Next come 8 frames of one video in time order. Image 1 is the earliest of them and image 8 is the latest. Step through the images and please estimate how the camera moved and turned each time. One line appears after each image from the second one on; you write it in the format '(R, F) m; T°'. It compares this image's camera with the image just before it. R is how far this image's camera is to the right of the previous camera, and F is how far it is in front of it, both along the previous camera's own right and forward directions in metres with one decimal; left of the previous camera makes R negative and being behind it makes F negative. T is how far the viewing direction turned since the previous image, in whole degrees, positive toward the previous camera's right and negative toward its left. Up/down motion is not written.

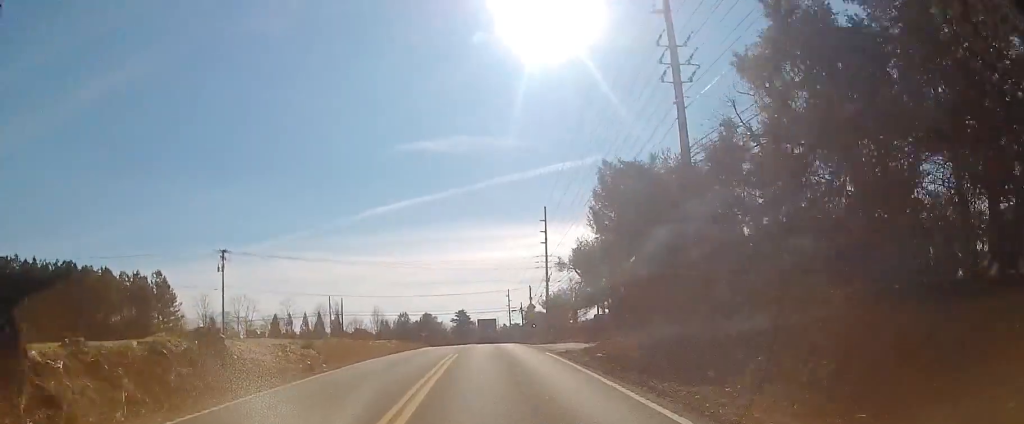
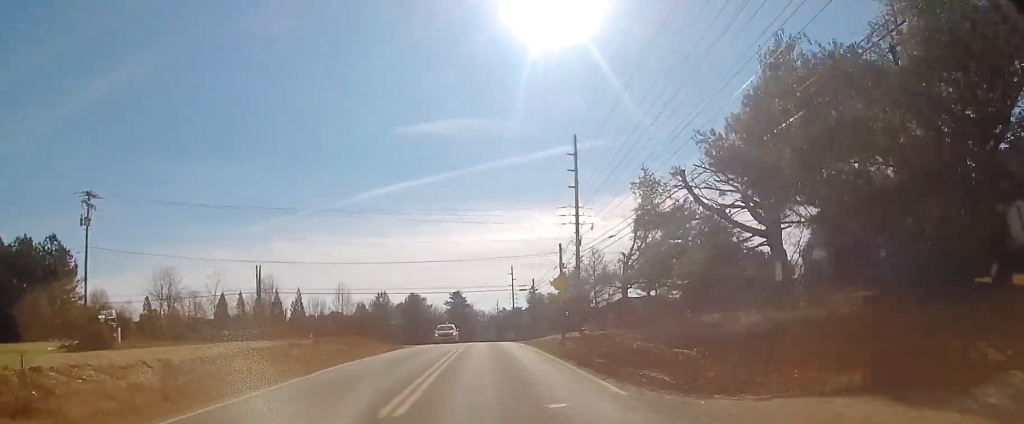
(-0.2, +28.1) m; 0°
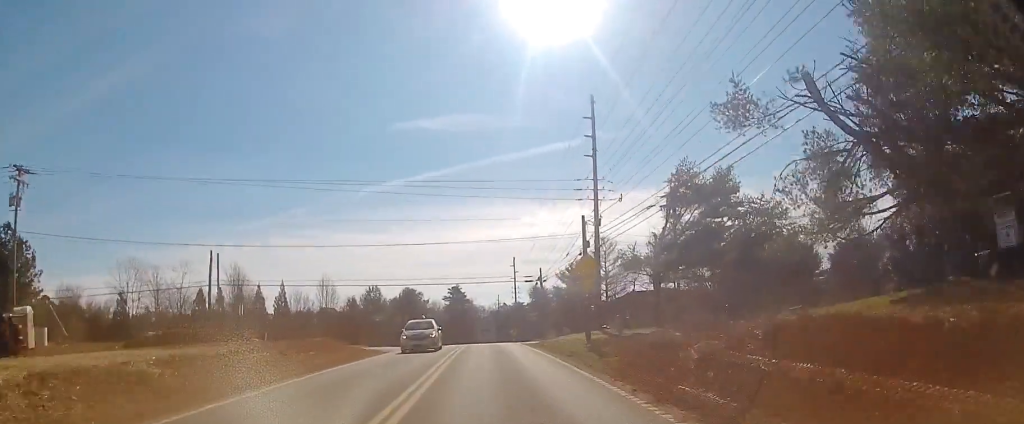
(0.0, +9.3) m; 0°
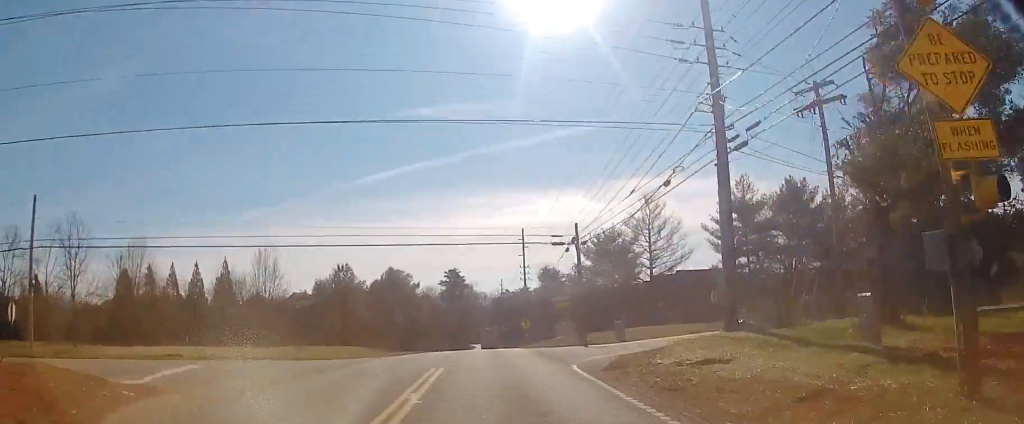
(-0.2, +23.9) m; 0°
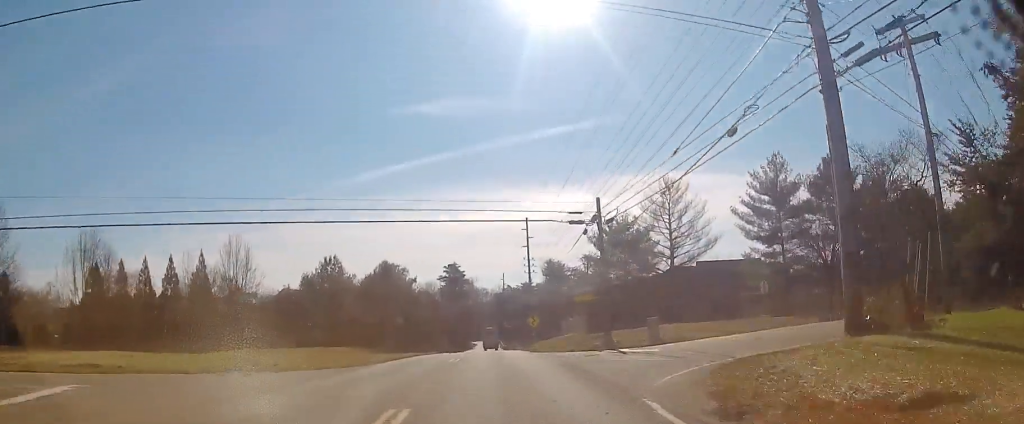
(-0.1, +7.3) m; 0°
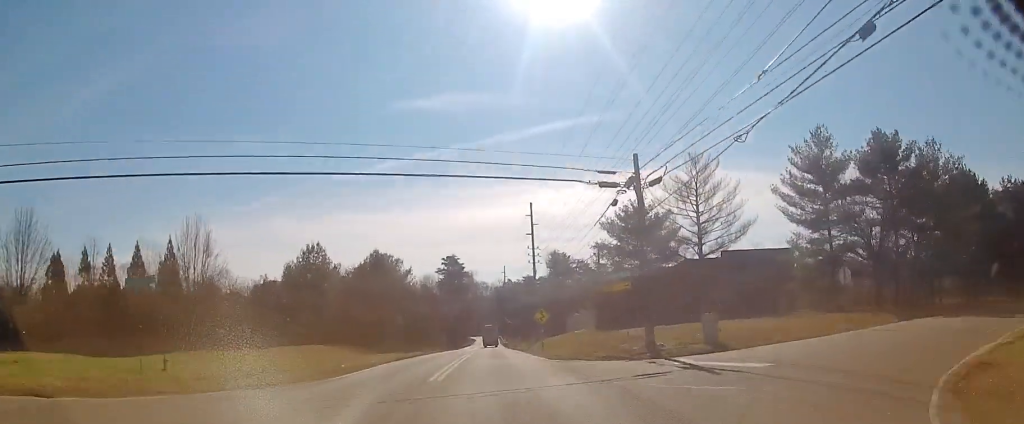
(0.0, +7.9) m; 0°
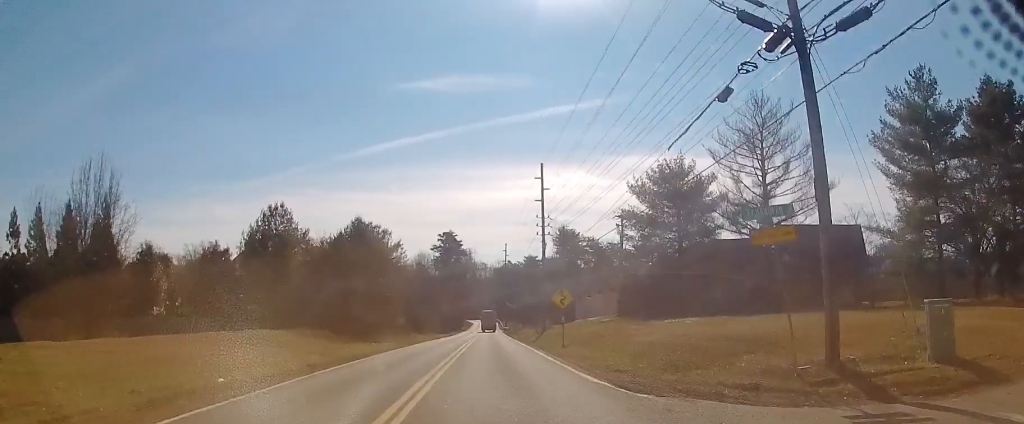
(+0.2, +12.7) m; +1°
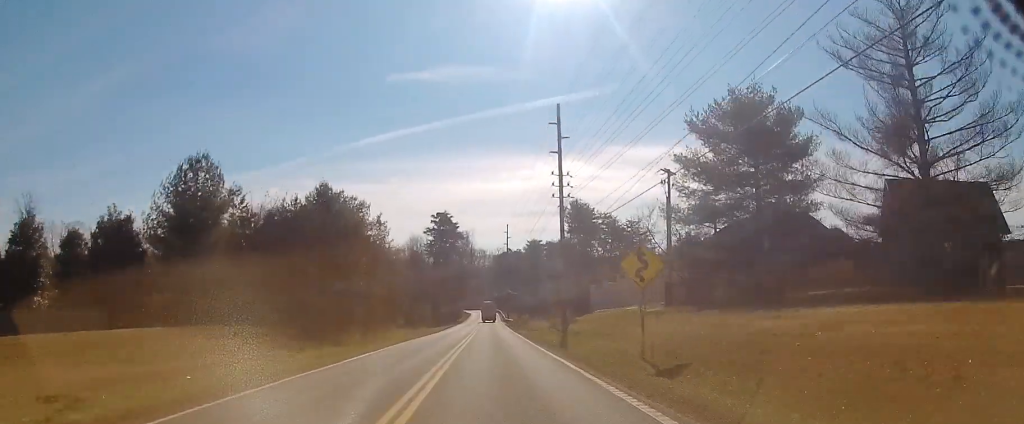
(-0.1, +16.6) m; 0°
